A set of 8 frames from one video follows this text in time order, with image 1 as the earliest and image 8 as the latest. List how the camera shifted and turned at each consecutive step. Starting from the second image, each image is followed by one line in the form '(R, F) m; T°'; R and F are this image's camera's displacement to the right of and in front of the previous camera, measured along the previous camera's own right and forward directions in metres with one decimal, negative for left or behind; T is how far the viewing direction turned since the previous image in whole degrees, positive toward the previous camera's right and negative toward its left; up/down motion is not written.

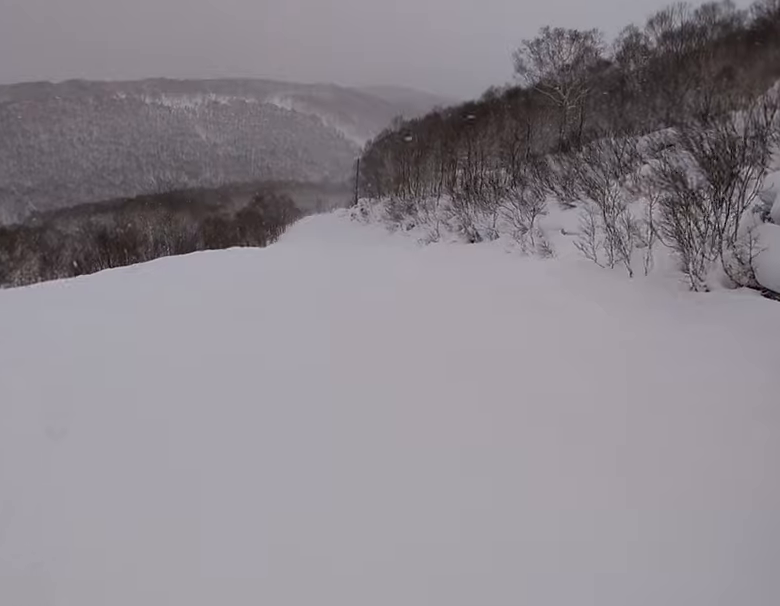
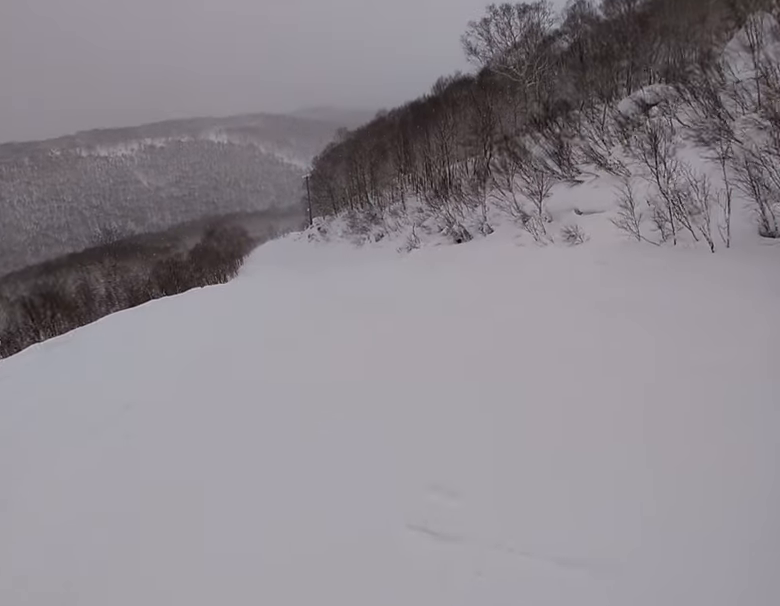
(-0.8, +5.1) m; 0°
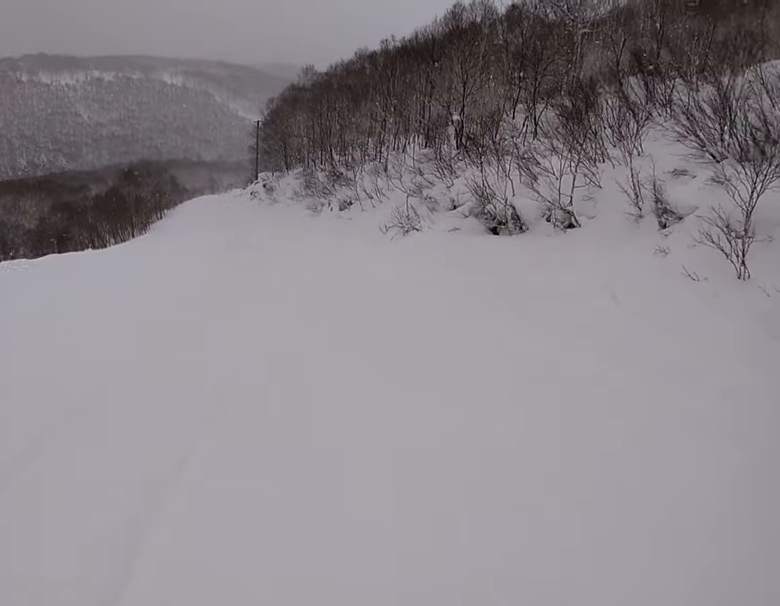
(+2.2, +16.1) m; +4°
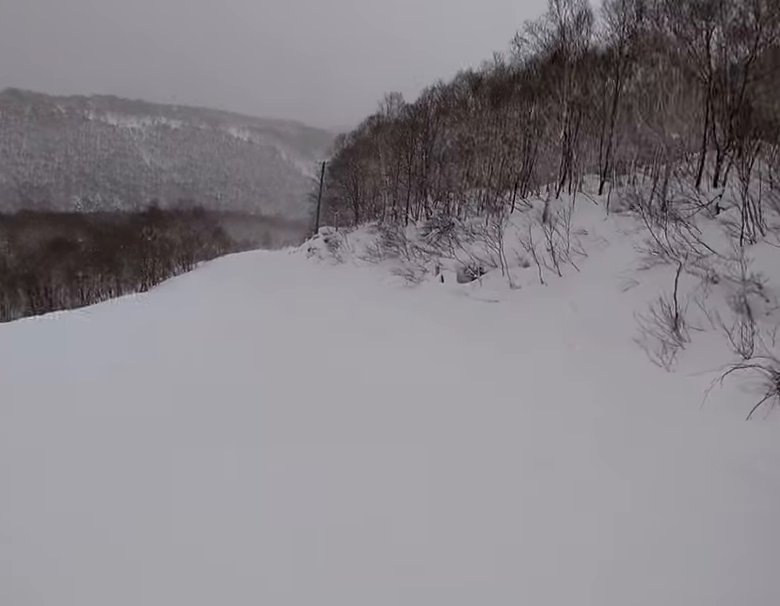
(-2.2, +16.1) m; -11°
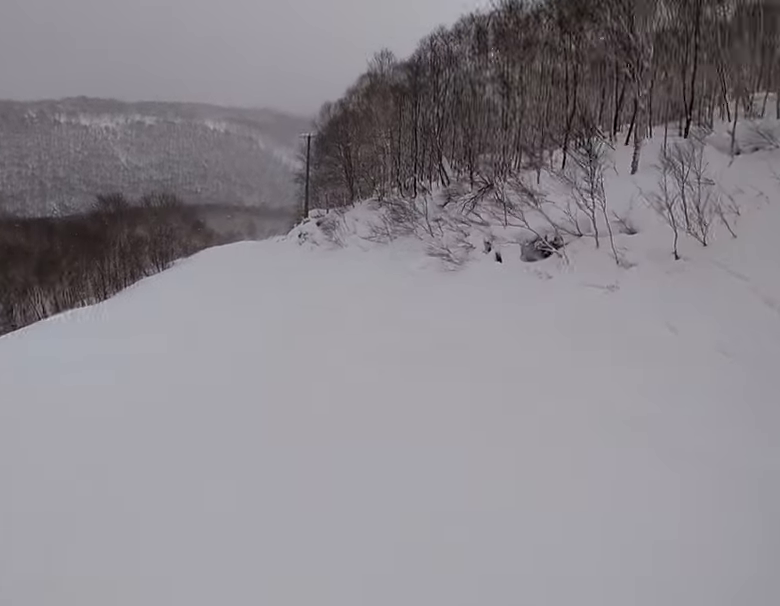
(+0.2, +6.5) m; +5°
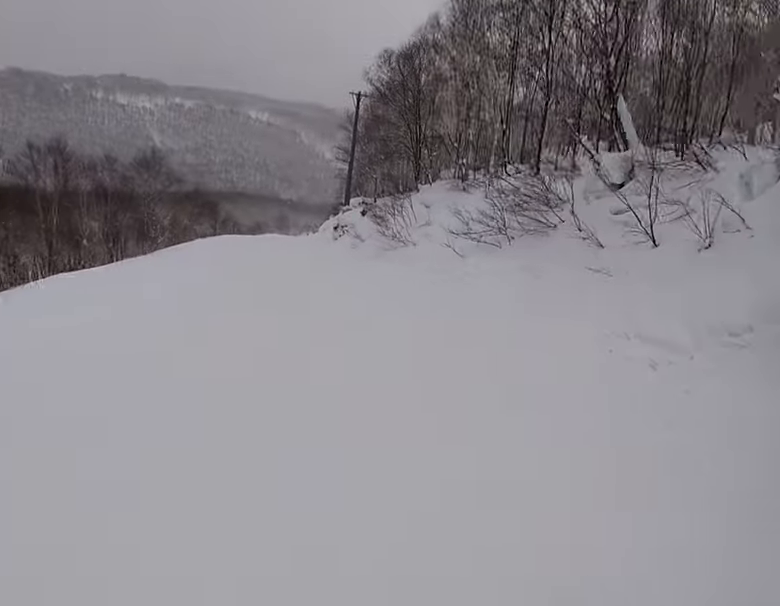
(+1.5, +14.3) m; -2°
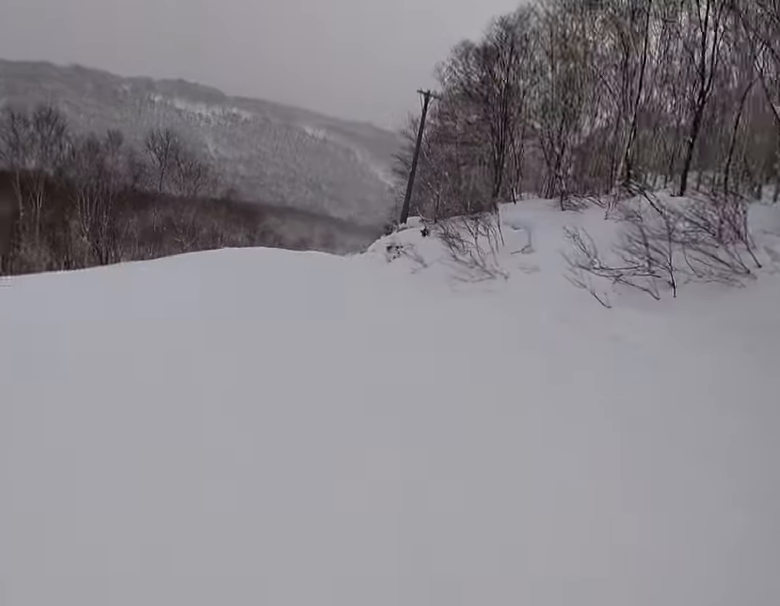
(-0.6, +6.2) m; -4°
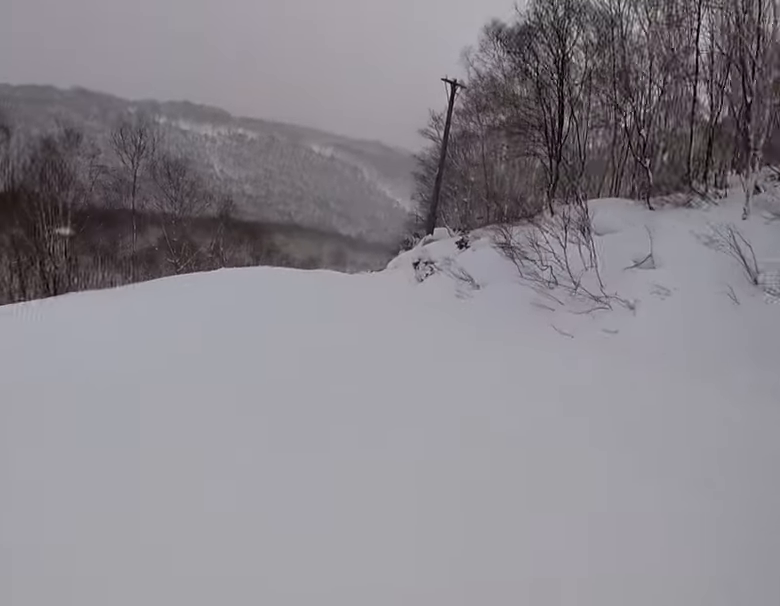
(-1.0, +5.1) m; -4°
